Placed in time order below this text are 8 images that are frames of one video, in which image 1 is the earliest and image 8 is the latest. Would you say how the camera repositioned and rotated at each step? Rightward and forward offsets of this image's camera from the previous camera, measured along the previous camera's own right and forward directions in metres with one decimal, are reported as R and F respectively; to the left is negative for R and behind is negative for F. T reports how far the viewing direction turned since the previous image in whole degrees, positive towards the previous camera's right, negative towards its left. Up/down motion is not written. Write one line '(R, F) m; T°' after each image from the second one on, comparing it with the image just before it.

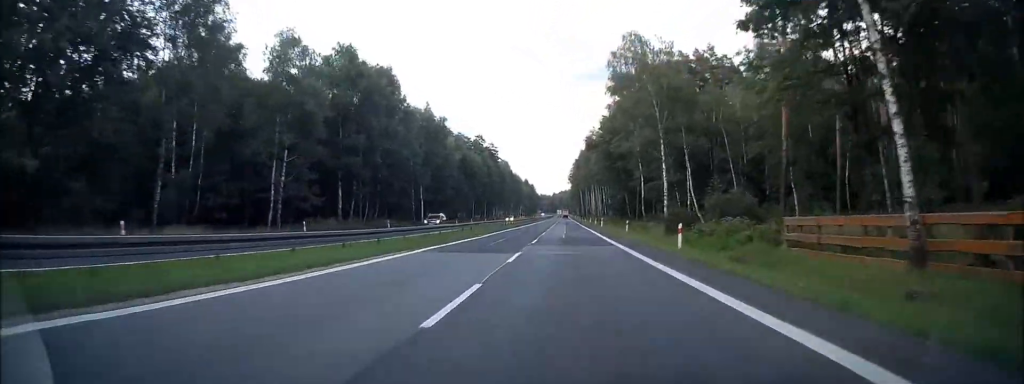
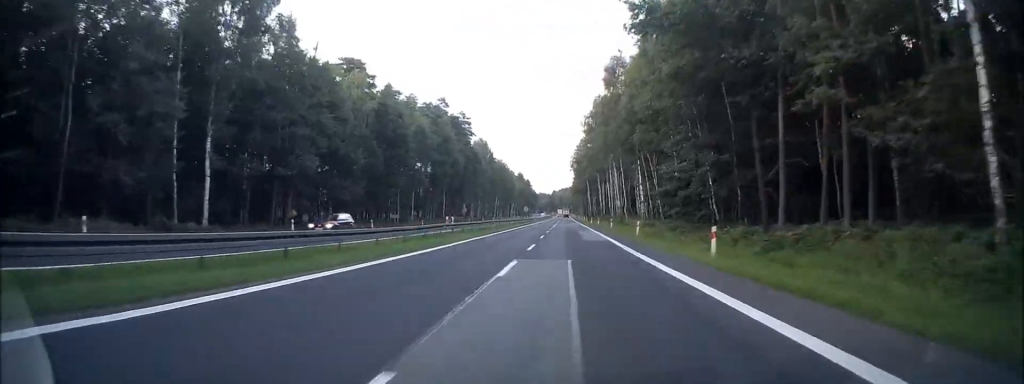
(0.0, +64.5) m; 0°
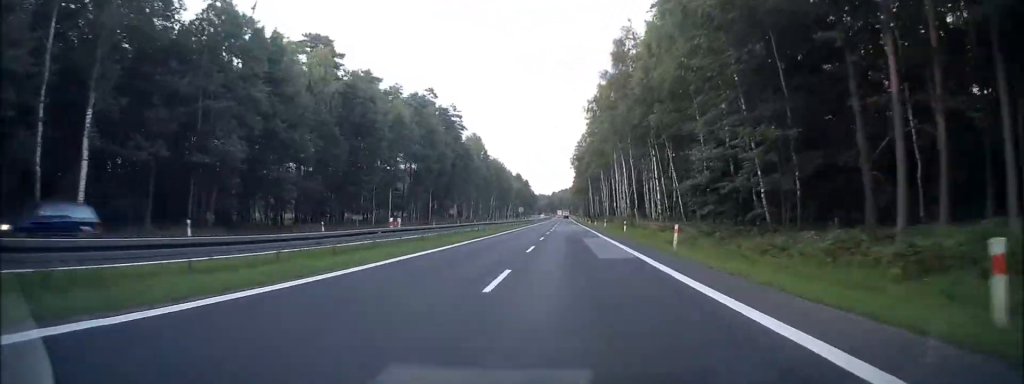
(-0.1, +12.6) m; 0°
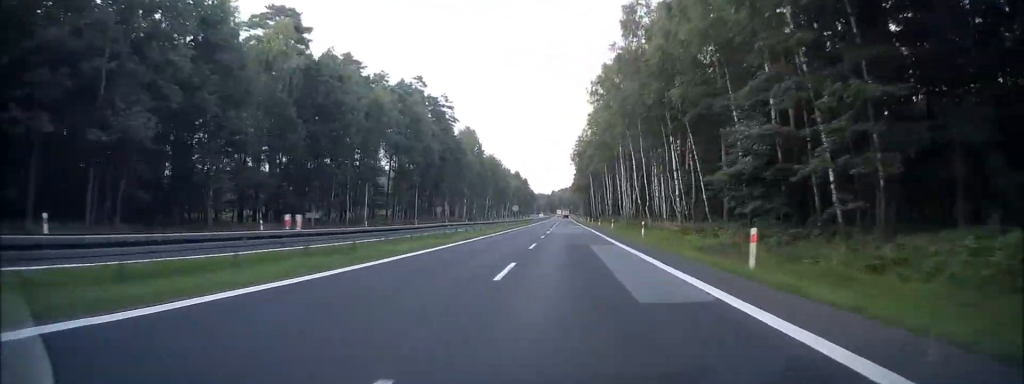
(-0.1, +10.1) m; 0°
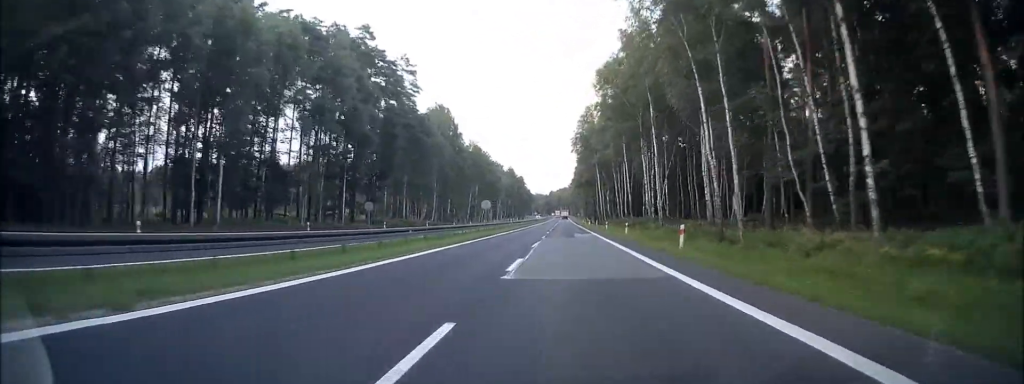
(+0.3, +33.0) m; 0°
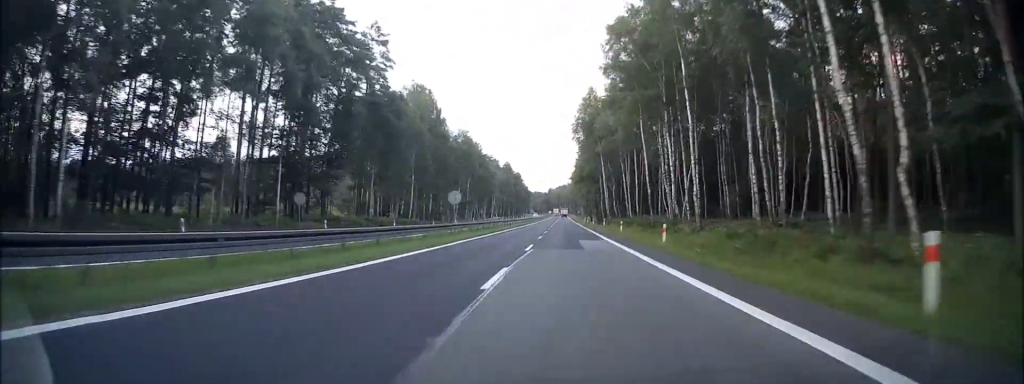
(0.0, +15.9) m; 0°
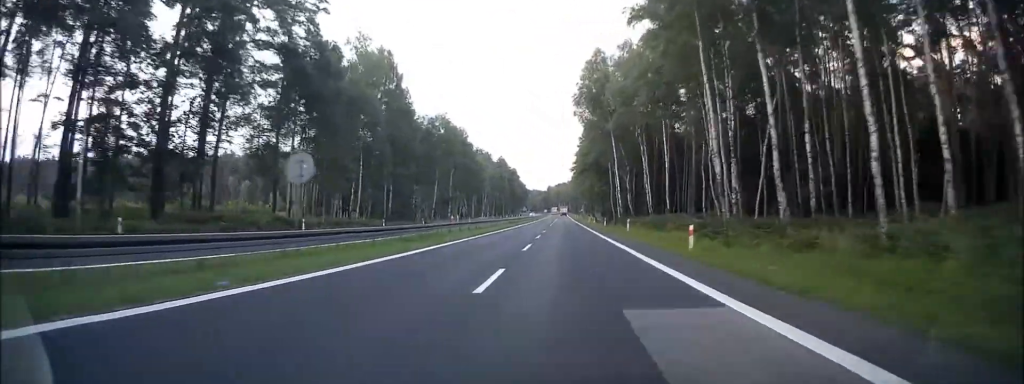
(-0.1, +24.3) m; 0°
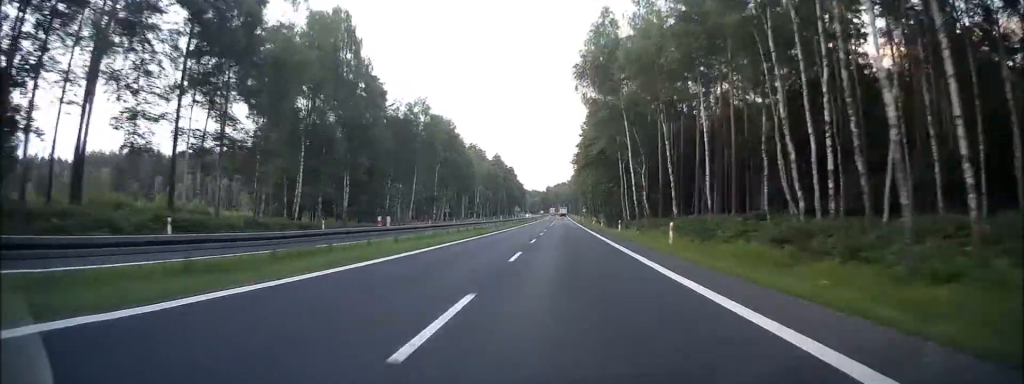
(0.0, +16.4) m; 0°
